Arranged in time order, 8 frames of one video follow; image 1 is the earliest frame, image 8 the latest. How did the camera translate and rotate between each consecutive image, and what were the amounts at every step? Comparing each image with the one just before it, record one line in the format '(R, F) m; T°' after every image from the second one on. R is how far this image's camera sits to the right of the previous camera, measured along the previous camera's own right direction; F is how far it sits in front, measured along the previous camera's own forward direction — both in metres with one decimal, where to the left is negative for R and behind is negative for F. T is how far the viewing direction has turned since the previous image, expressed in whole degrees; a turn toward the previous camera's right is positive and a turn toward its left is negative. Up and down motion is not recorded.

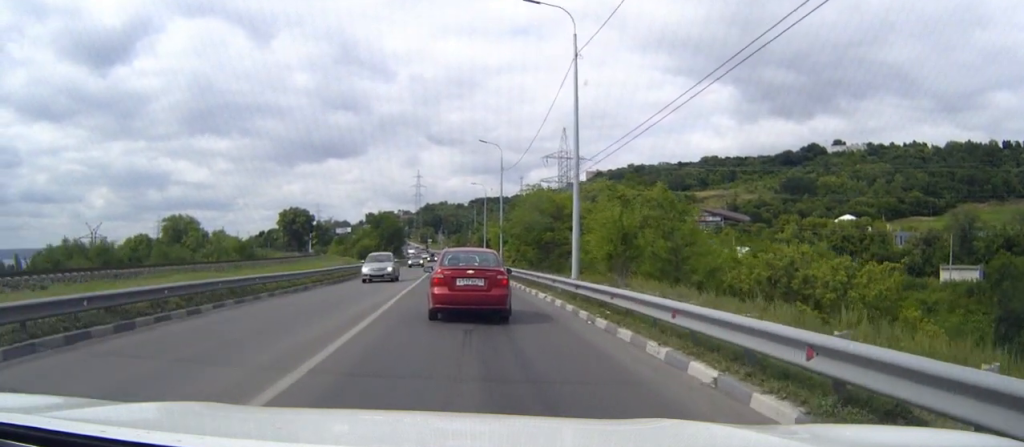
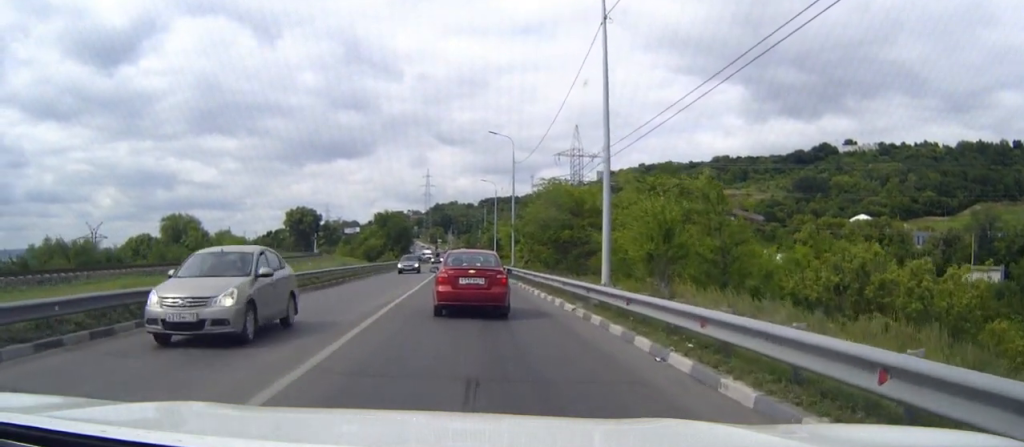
(0.0, +5.2) m; -1°
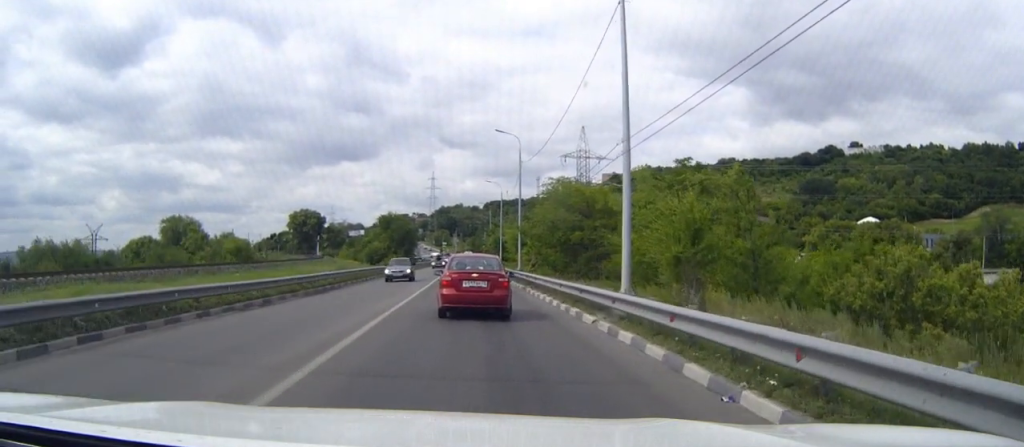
(0.0, +2.6) m; 0°
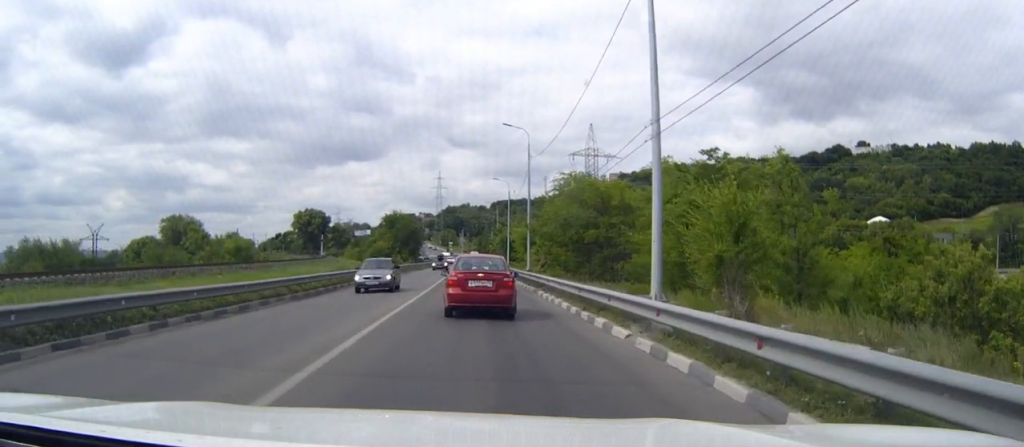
(0.0, +2.9) m; 0°
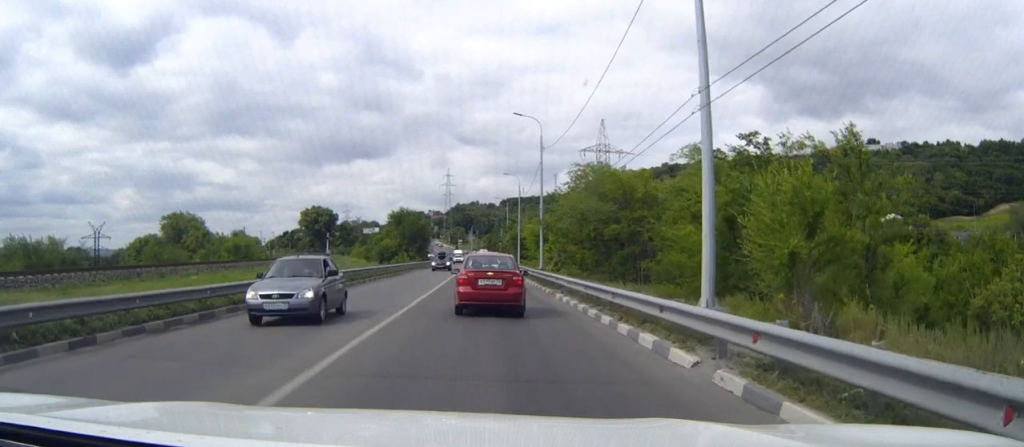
(0.0, +3.4) m; 0°
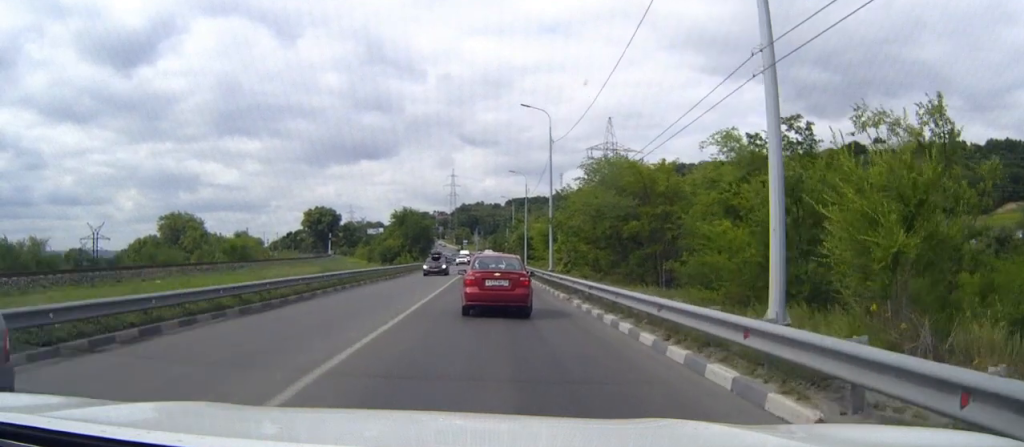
(0.0, +3.4) m; 0°
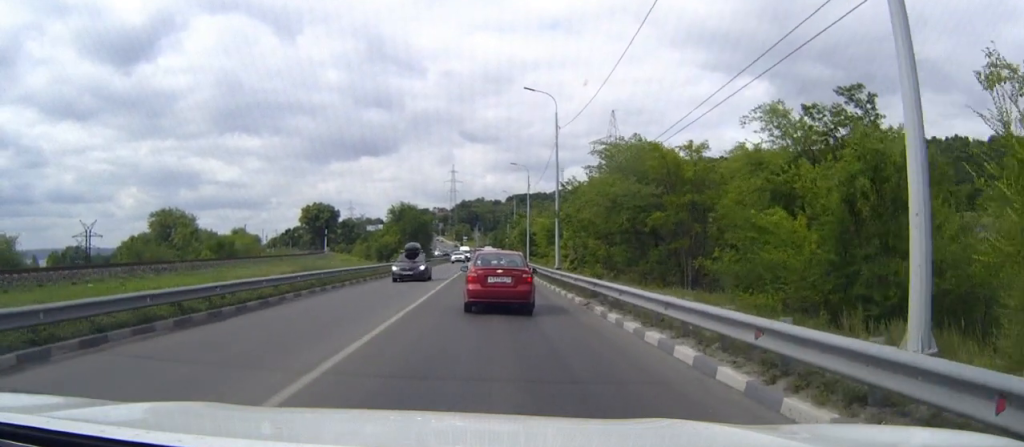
(0.0, +4.2) m; 0°
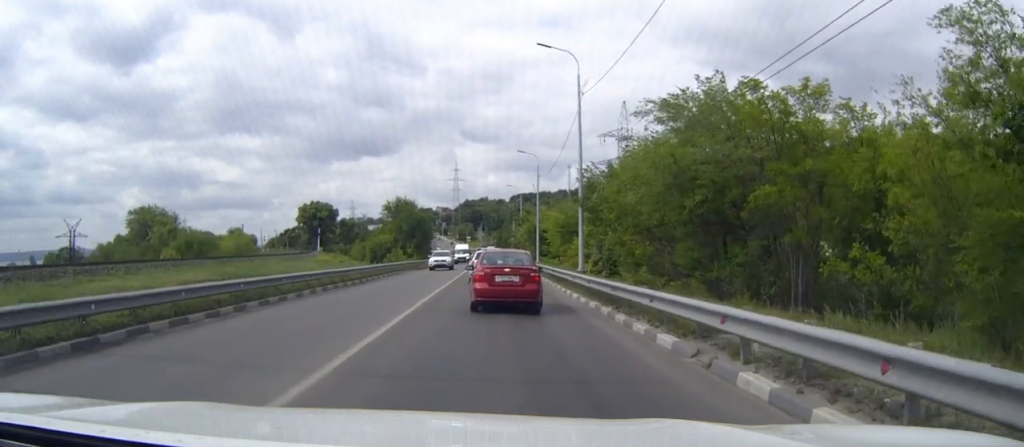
(0.0, +10.4) m; 0°
